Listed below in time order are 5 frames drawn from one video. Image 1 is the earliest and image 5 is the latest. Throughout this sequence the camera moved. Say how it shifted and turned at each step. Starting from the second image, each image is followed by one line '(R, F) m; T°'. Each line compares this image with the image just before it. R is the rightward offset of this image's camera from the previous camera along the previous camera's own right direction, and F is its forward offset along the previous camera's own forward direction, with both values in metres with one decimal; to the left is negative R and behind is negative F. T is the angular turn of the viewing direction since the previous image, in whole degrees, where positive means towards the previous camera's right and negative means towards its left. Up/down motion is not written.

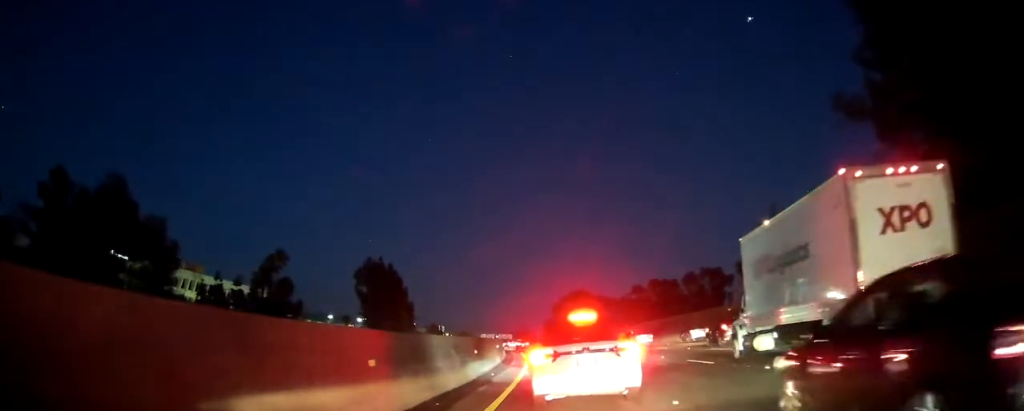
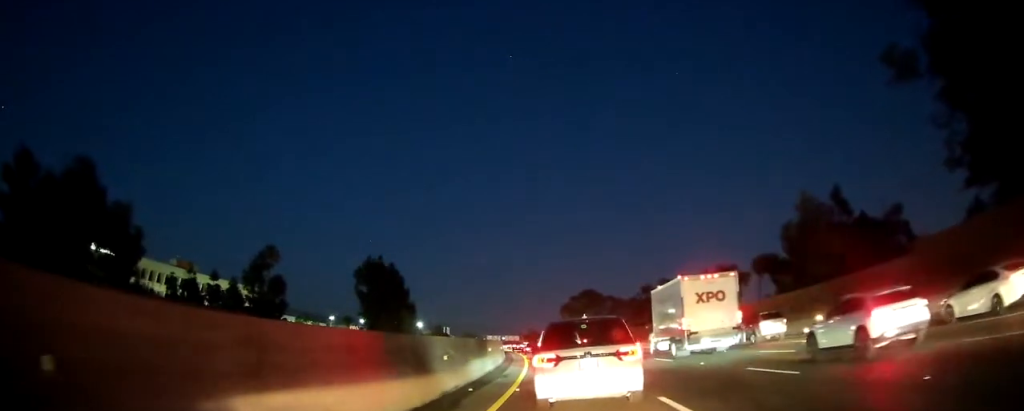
(-0.3, +9.7) m; -4°
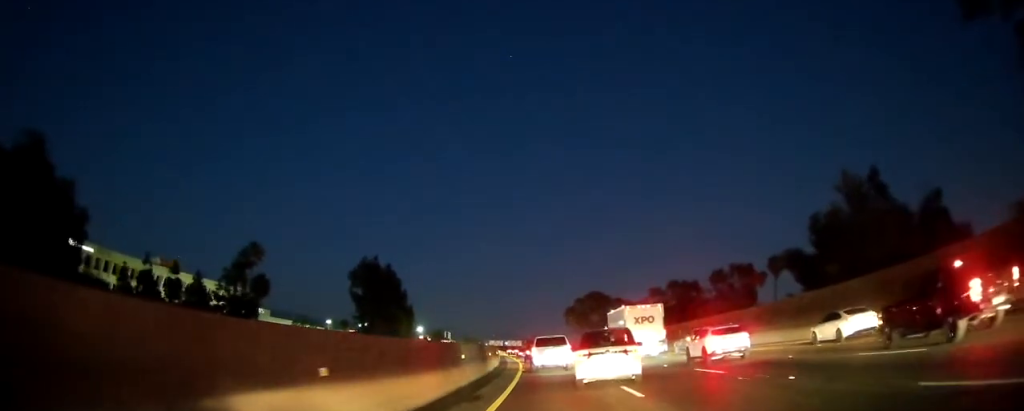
(+0.4, +6.8) m; +1°
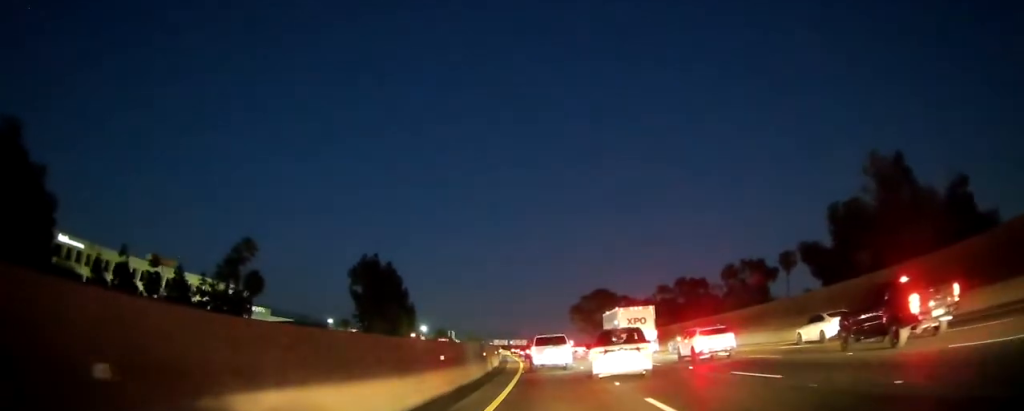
(-0.2, +3.1) m; 0°
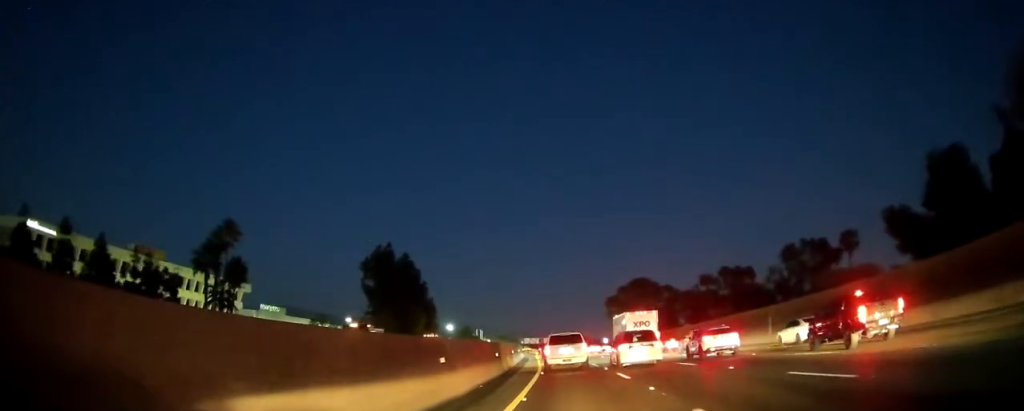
(+0.4, +14.7) m; +1°
